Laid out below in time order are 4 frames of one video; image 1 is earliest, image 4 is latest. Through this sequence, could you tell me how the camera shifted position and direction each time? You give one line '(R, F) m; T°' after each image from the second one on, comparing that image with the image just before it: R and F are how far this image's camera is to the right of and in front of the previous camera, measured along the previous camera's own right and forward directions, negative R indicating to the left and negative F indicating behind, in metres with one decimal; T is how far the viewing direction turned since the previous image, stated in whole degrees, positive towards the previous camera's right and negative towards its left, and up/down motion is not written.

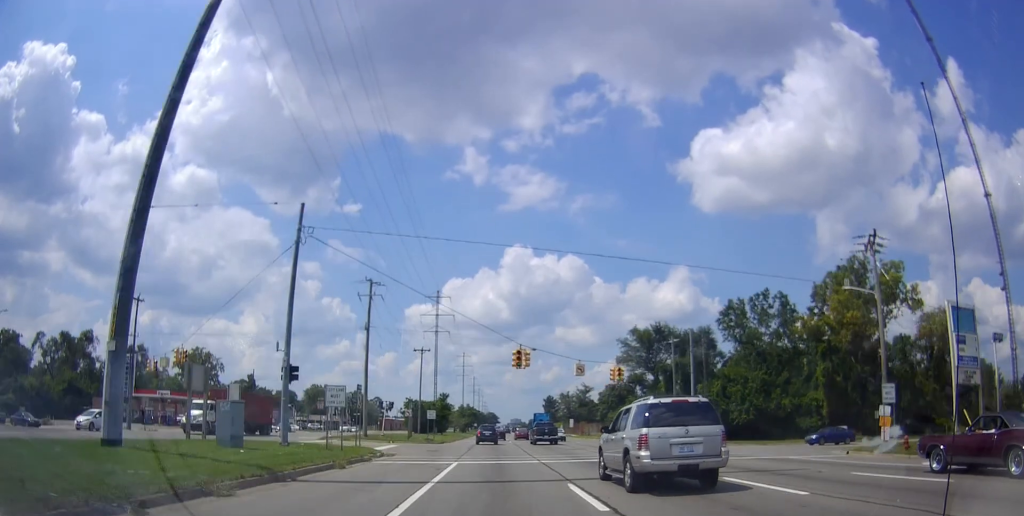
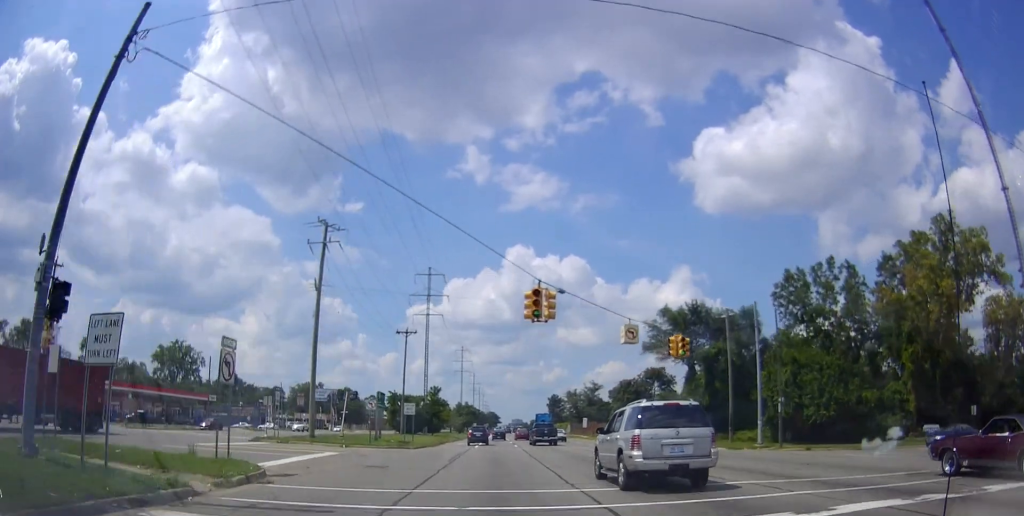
(0.0, +16.3) m; +1°
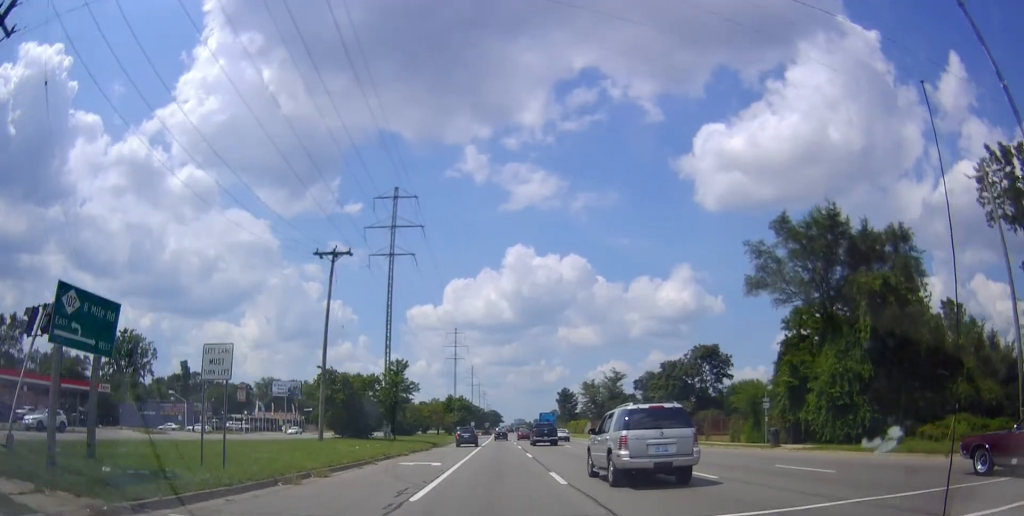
(+0.8, +33.1) m; +1°
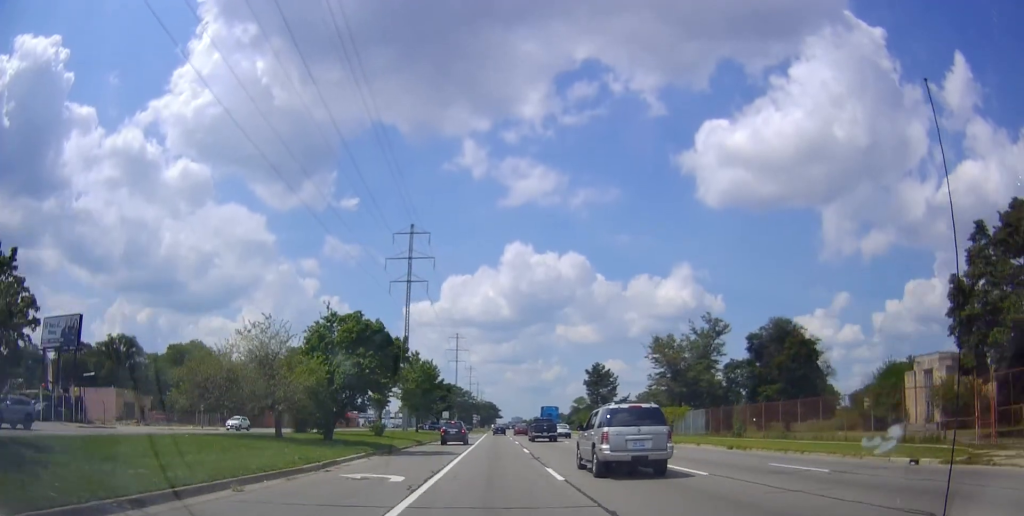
(-2.4, +76.4) m; -1°
